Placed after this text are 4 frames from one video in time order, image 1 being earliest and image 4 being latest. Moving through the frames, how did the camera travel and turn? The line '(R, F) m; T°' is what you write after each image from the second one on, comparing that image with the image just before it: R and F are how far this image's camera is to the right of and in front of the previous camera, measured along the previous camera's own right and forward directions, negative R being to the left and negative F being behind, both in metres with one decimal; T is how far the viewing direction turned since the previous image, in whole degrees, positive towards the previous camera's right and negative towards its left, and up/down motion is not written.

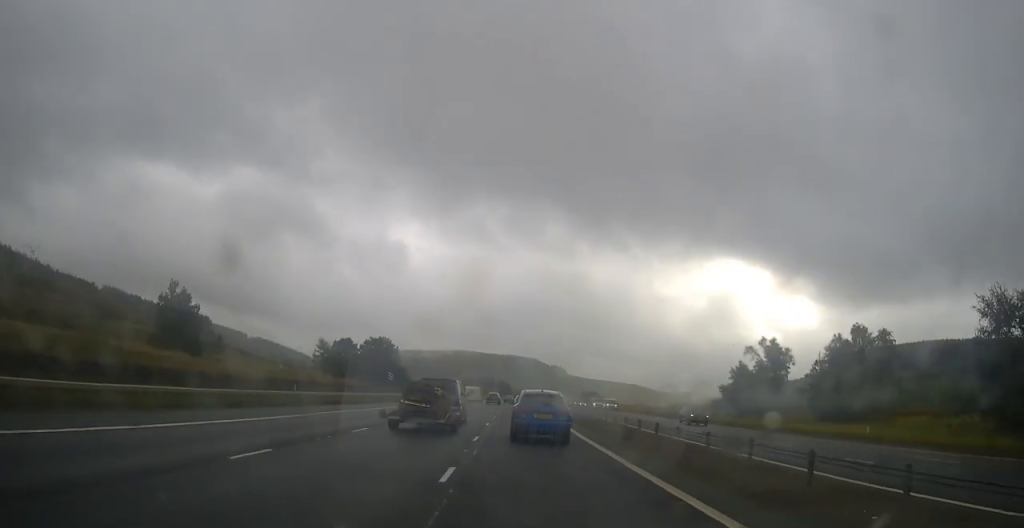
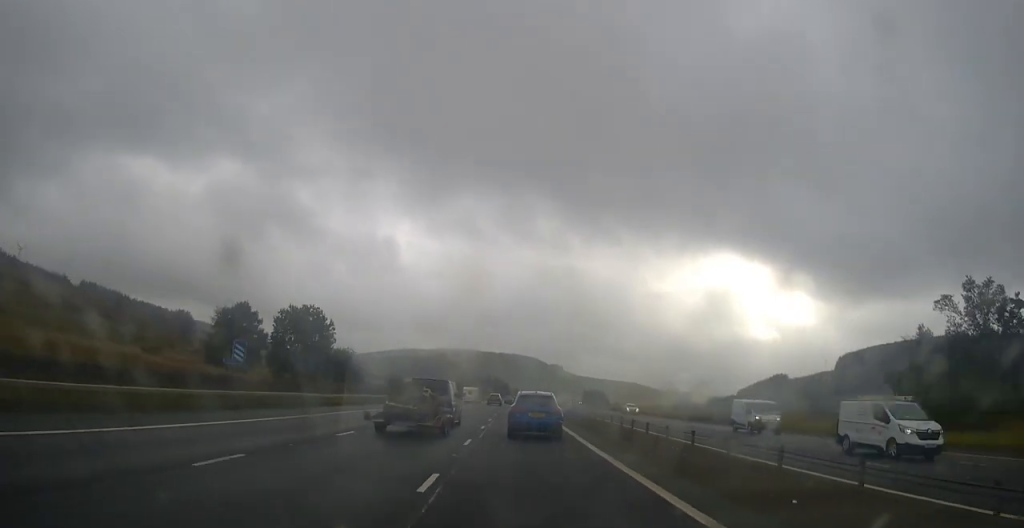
(-0.3, +37.5) m; 0°
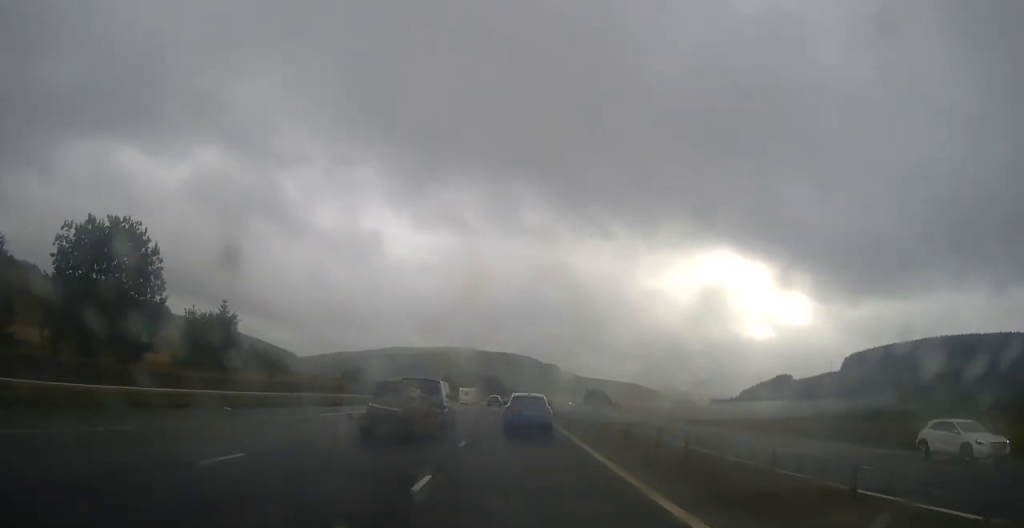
(+0.3, +34.8) m; +1°
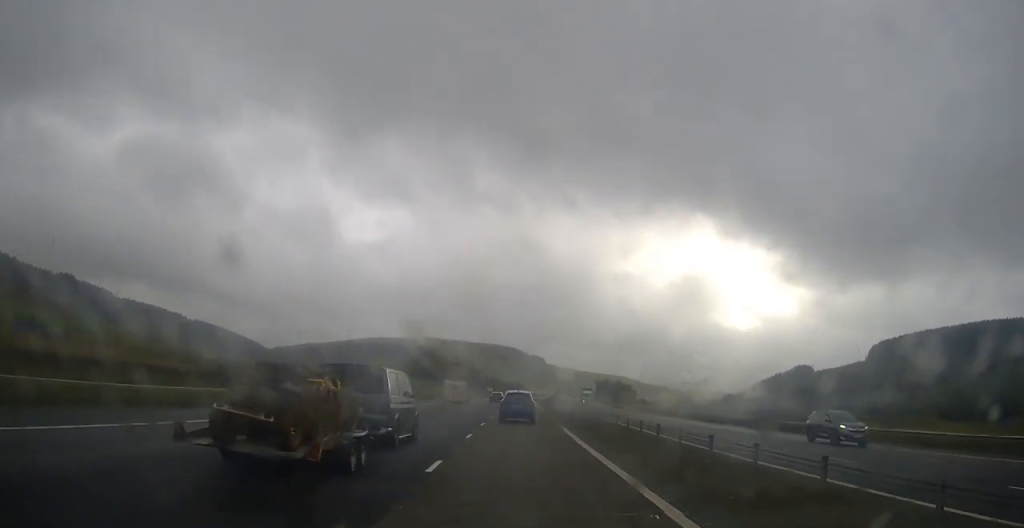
(+0.6, +124.9) m; +1°
